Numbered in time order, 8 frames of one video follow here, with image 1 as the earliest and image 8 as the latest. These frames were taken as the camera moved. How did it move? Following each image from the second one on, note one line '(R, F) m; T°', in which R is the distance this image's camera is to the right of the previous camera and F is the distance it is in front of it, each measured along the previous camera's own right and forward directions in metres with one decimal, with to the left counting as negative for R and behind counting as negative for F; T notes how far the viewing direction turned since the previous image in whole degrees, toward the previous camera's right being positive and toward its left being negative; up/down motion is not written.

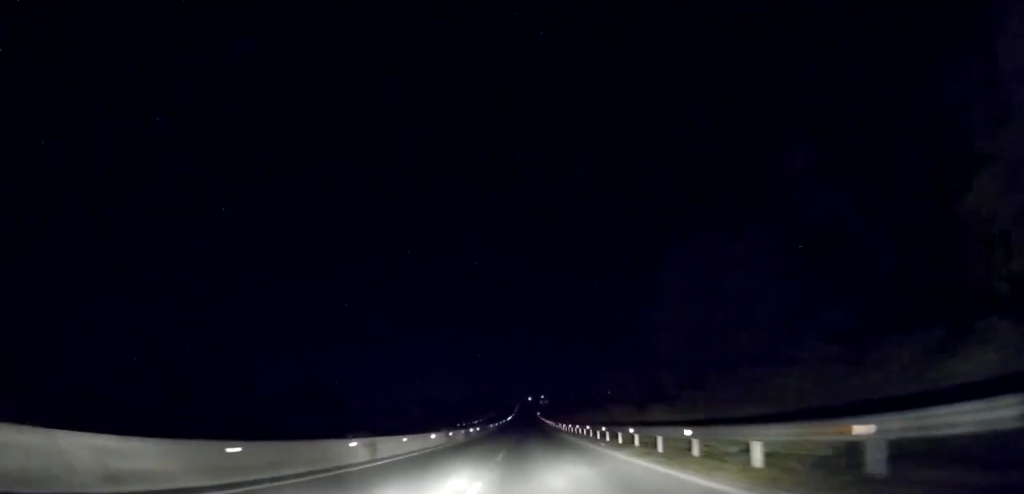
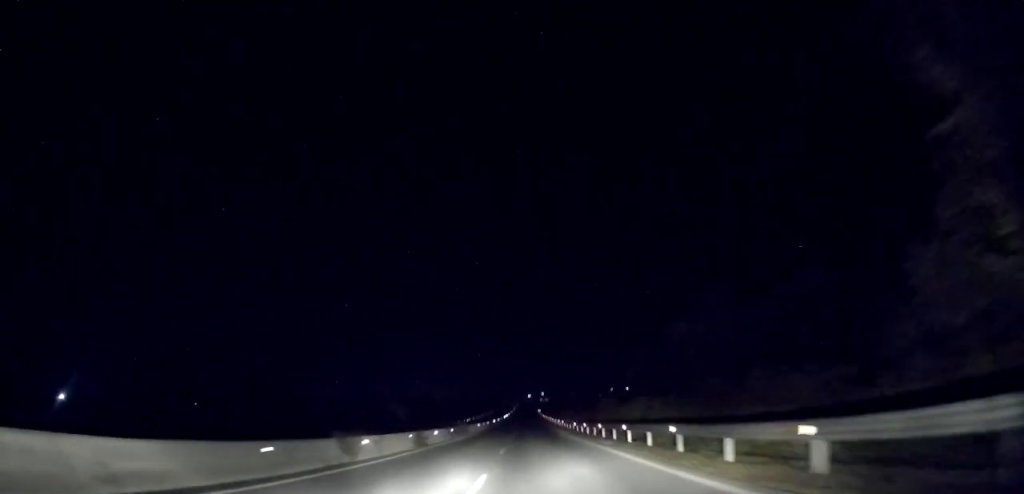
(+0.1, +22.8) m; 0°
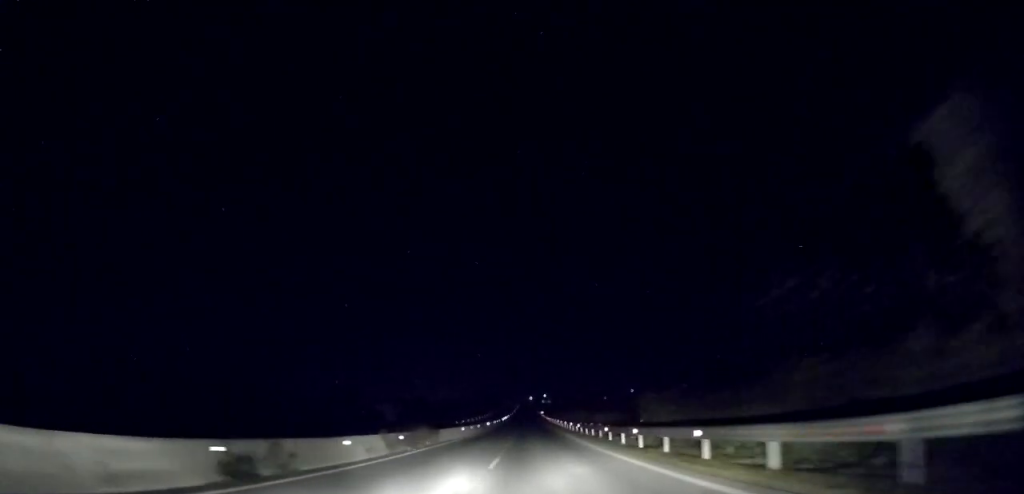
(+0.2, +18.1) m; 0°
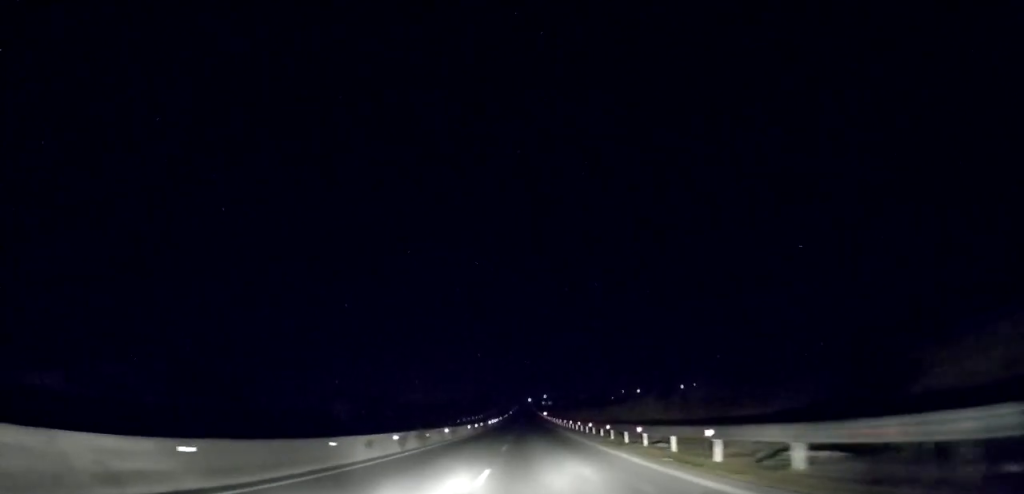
(-0.5, +40.7) m; -1°
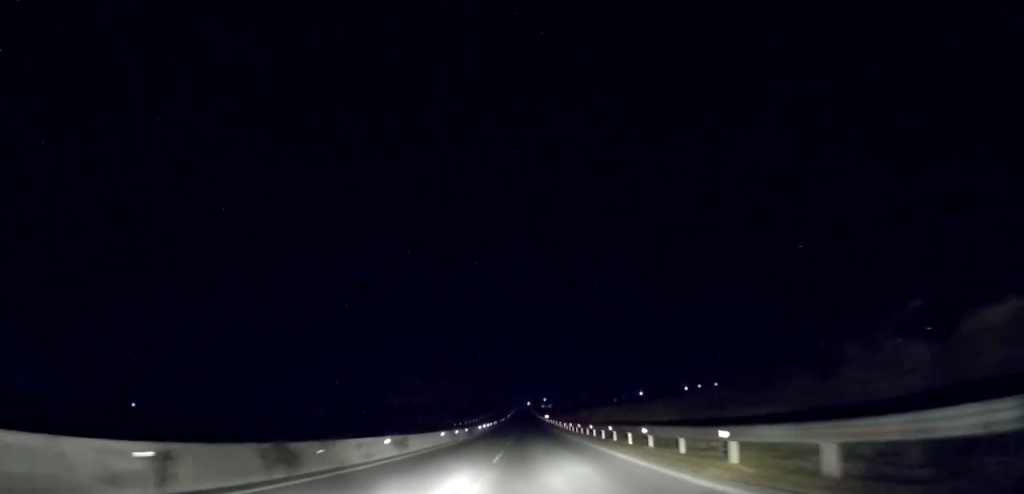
(0.0, +17.0) m; 0°
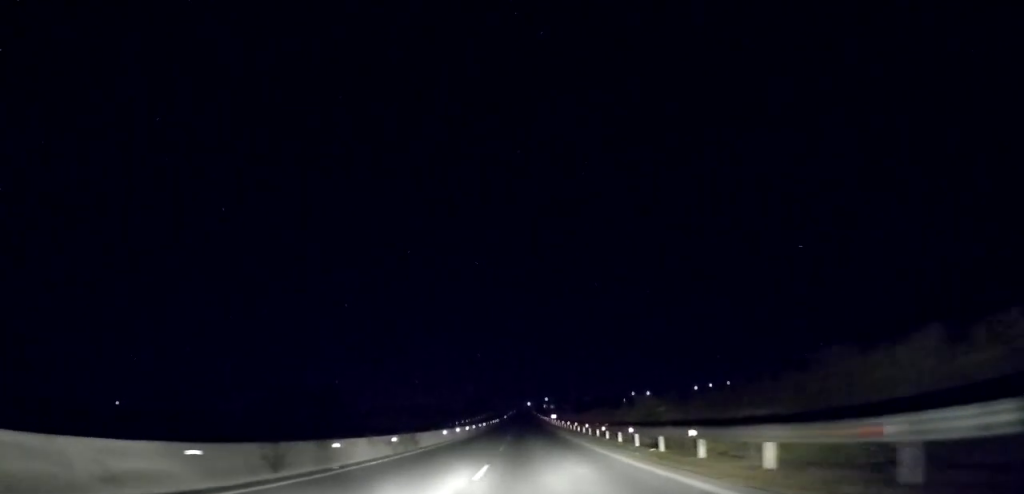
(+0.3, +29.8) m; 0°
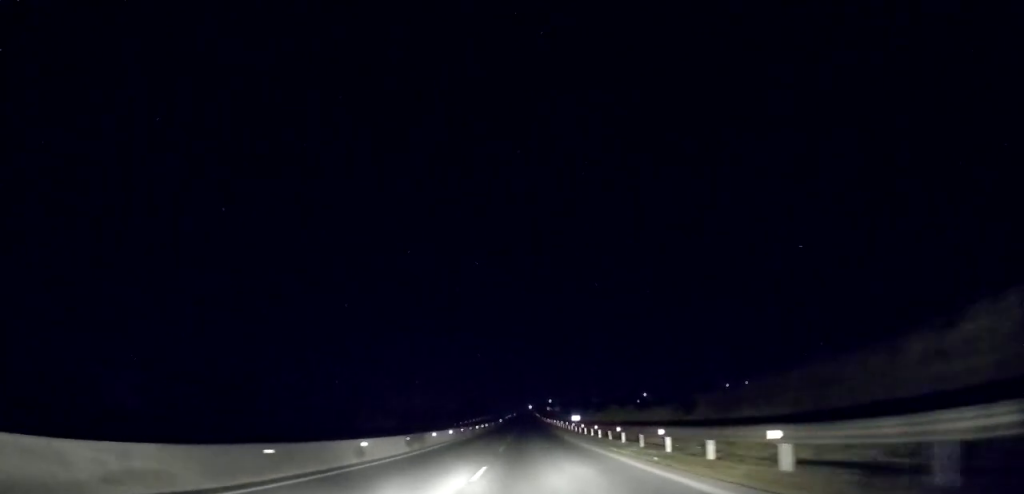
(-0.3, +36.3) m; 0°
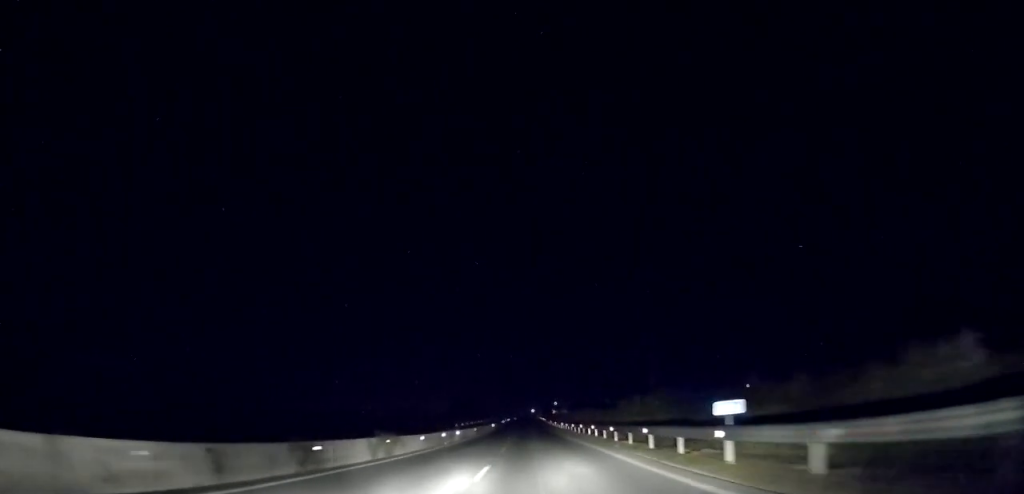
(+0.3, +36.5) m; +1°
